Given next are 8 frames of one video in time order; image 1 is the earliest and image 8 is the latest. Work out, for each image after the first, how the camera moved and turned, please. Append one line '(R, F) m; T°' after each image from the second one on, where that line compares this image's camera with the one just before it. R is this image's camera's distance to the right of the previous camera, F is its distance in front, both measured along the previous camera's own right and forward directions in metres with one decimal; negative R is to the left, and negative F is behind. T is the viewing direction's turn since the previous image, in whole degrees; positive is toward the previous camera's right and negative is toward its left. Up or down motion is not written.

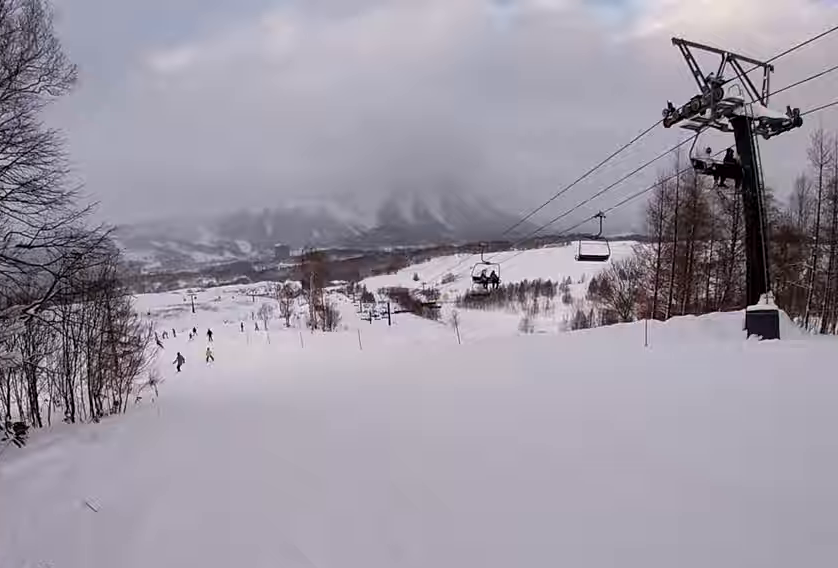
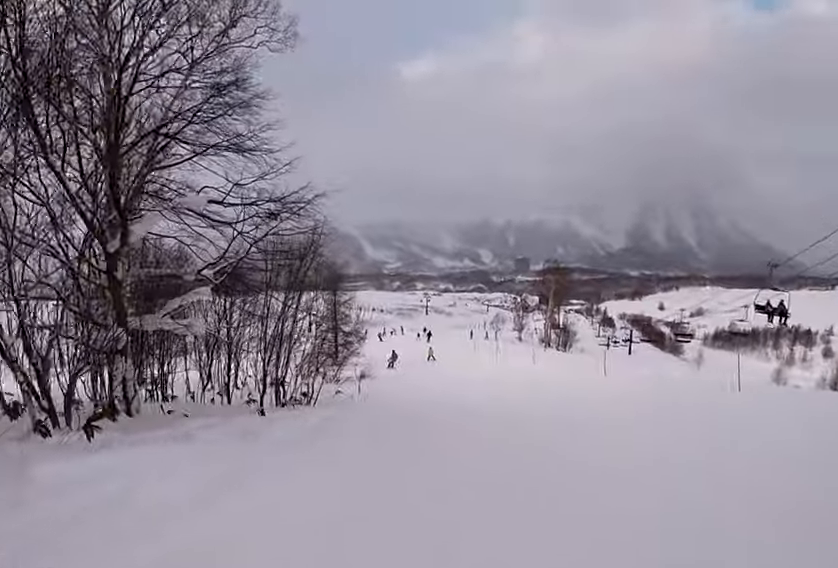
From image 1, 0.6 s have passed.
(0.0, +3.1) m; -1°
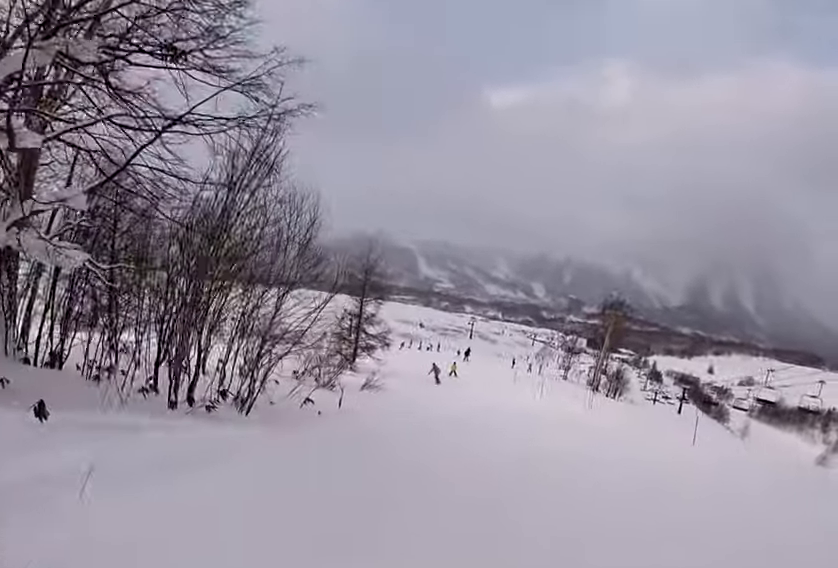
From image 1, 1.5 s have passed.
(-0.1, +5.0) m; -3°
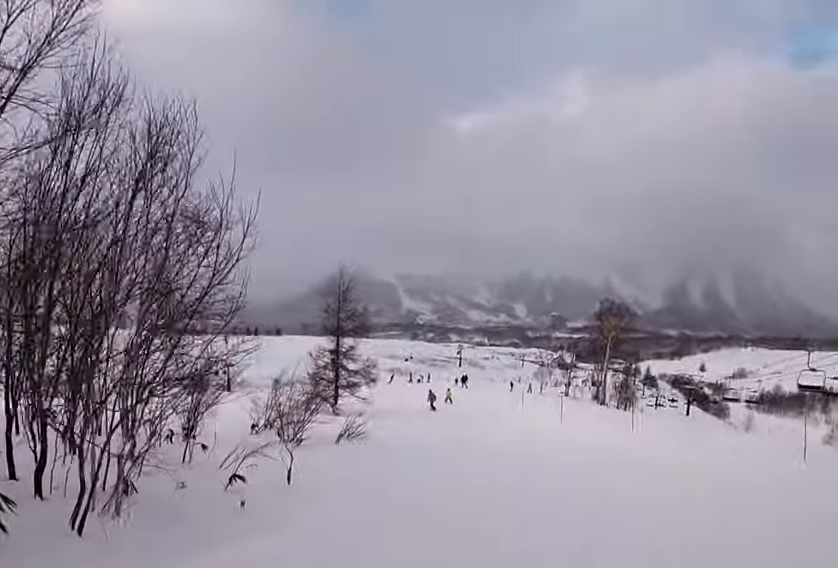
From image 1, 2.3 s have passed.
(0.0, +3.6) m; -3°
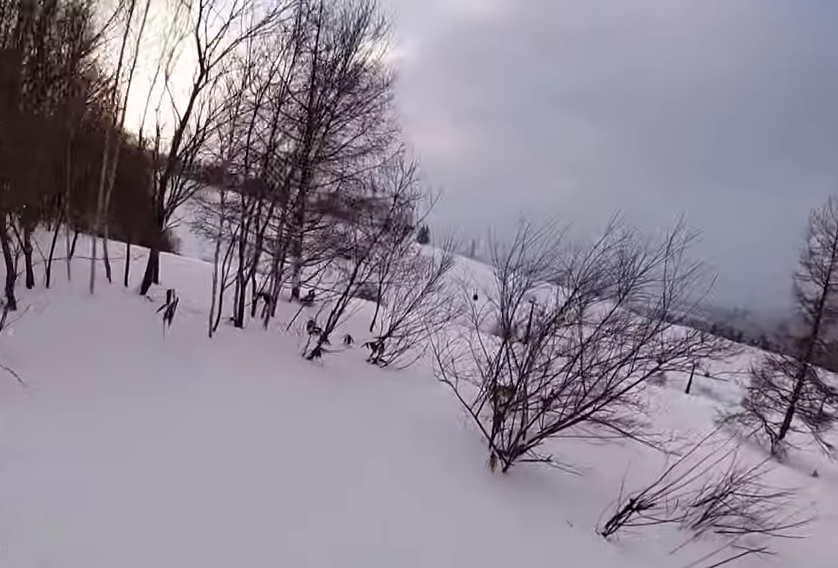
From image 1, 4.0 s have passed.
(-0.5, +6.3) m; -11°
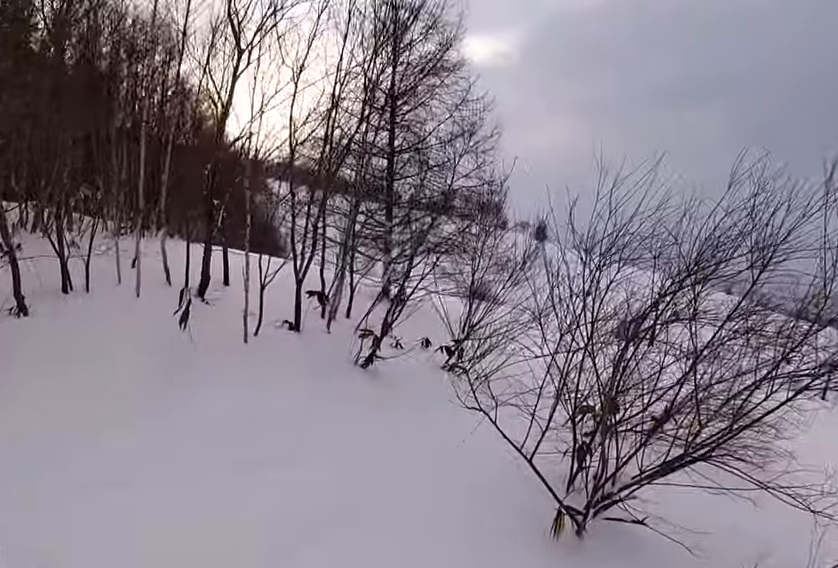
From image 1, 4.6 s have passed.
(-0.1, +1.4) m; -7°
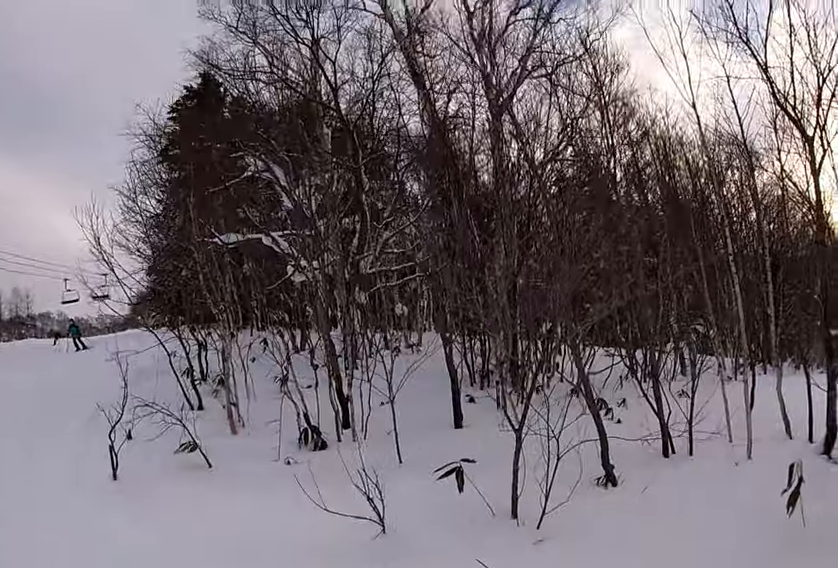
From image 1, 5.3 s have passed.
(-0.1, +1.6) m; -12°
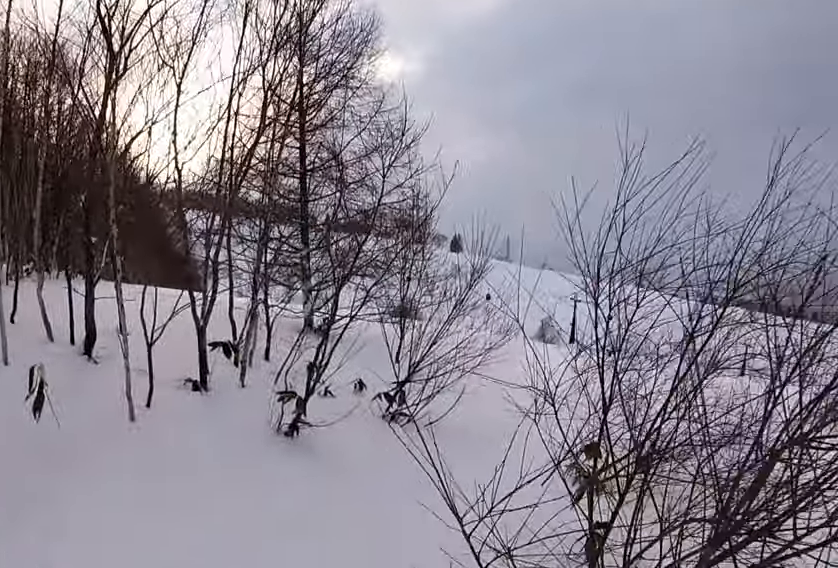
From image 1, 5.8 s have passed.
(-0.1, +1.0) m; -9°
